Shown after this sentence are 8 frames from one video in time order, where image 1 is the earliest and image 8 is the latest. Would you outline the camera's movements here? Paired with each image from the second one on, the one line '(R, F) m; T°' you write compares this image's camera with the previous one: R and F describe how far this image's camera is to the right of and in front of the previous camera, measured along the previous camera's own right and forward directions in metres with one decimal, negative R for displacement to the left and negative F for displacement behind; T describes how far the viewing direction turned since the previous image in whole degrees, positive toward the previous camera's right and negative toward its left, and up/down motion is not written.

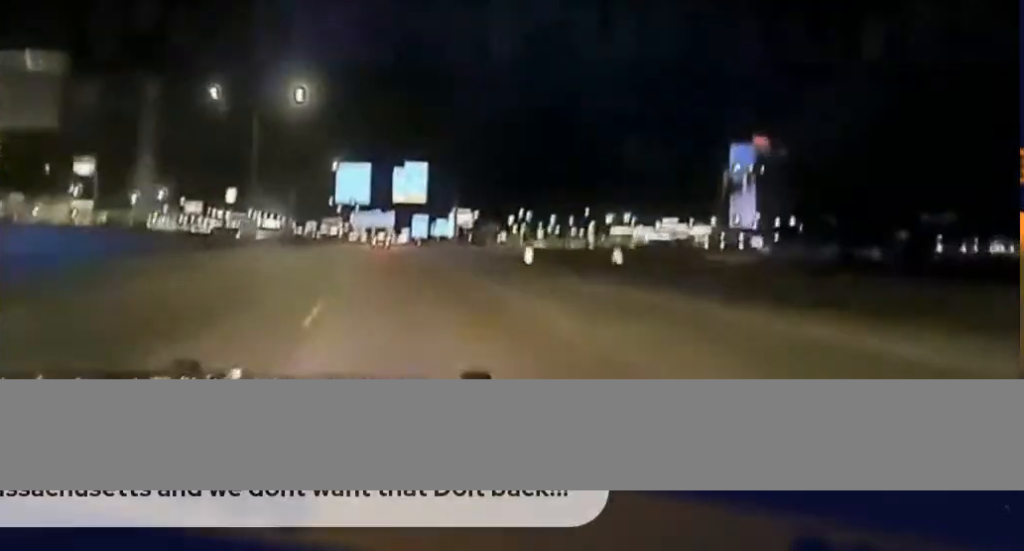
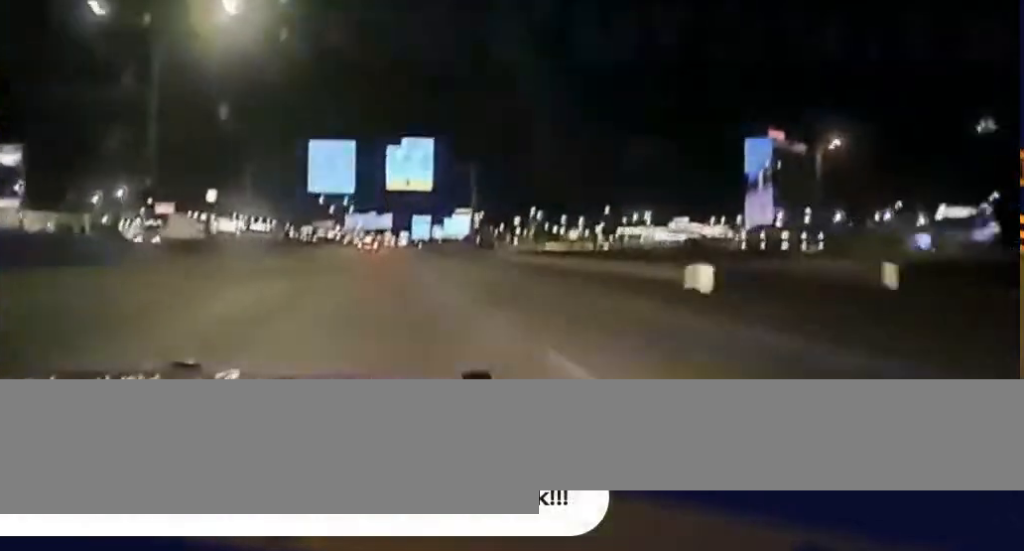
(0.0, +33.2) m; 0°
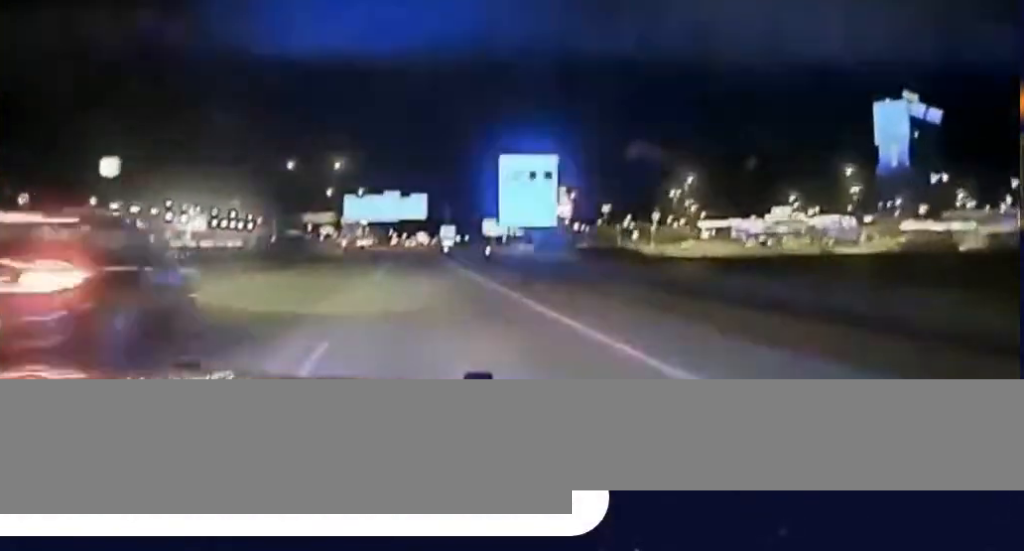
(-1.2, +135.3) m; -1°
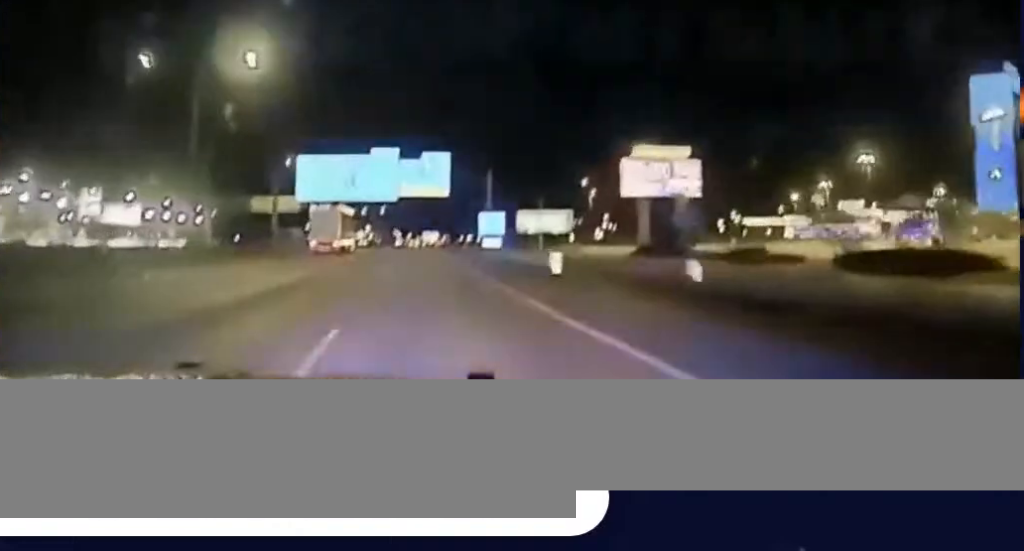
(-0.1, +83.0) m; -1°
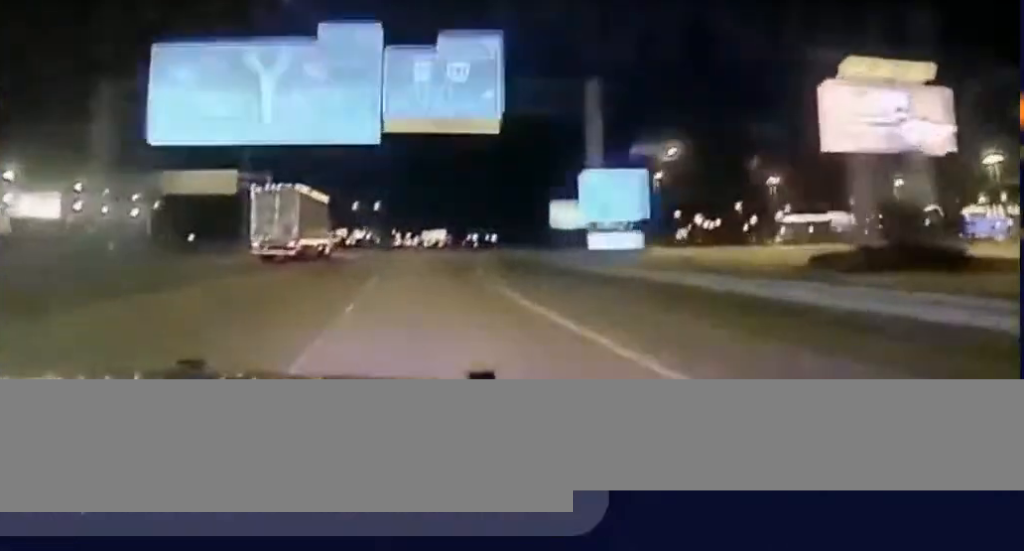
(-0.7, +55.9) m; 0°
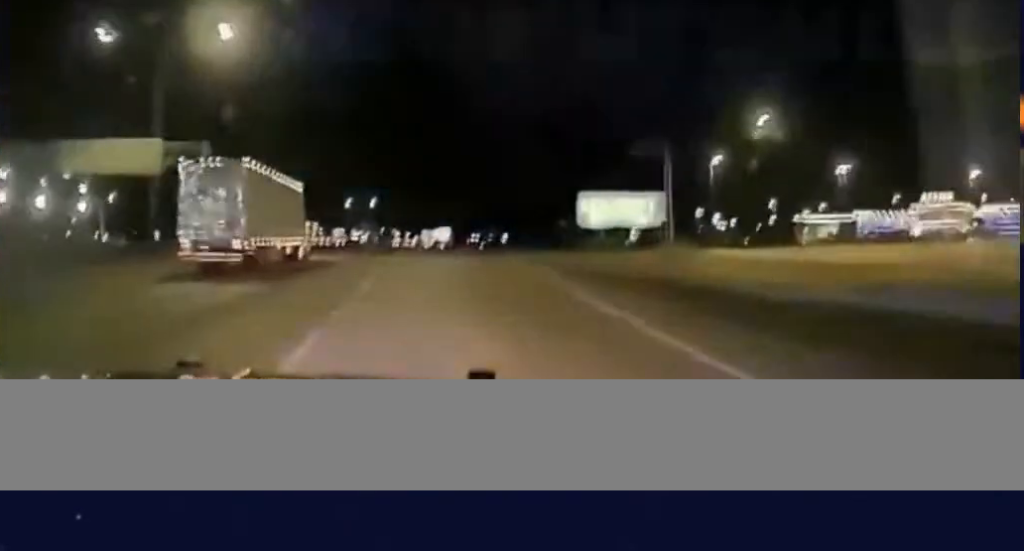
(+0.4, +31.2) m; 0°
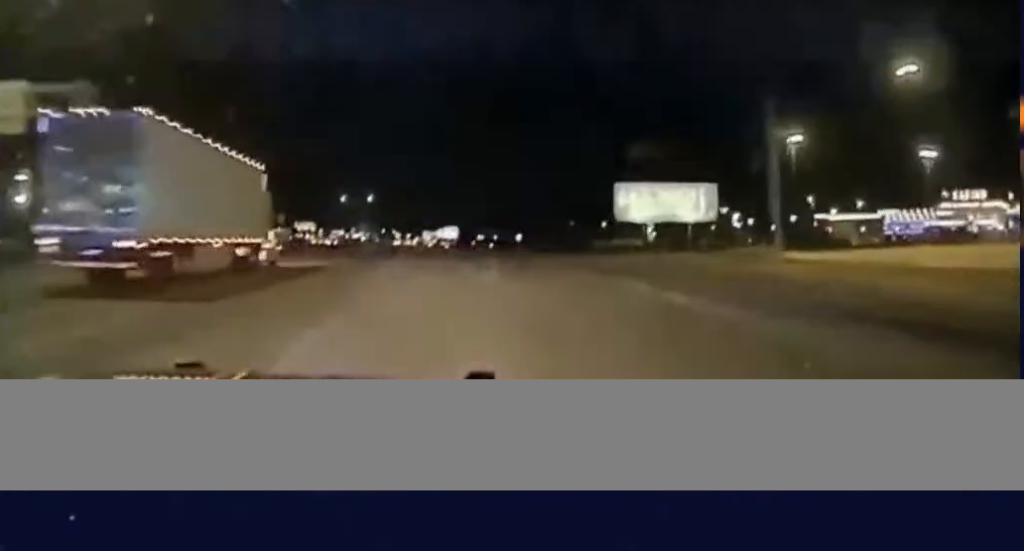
(+0.2, +23.4) m; 0°
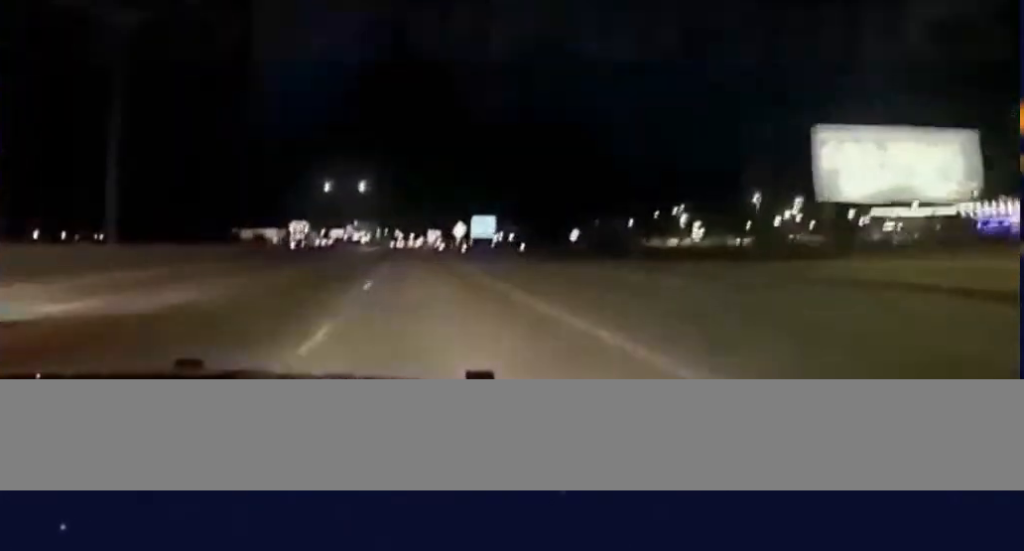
(-0.5, +61.0) m; -1°
